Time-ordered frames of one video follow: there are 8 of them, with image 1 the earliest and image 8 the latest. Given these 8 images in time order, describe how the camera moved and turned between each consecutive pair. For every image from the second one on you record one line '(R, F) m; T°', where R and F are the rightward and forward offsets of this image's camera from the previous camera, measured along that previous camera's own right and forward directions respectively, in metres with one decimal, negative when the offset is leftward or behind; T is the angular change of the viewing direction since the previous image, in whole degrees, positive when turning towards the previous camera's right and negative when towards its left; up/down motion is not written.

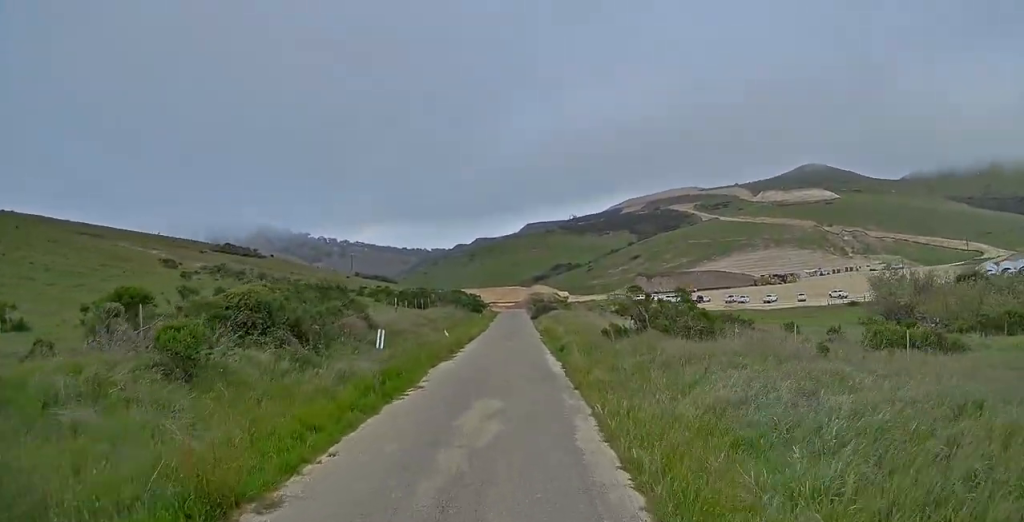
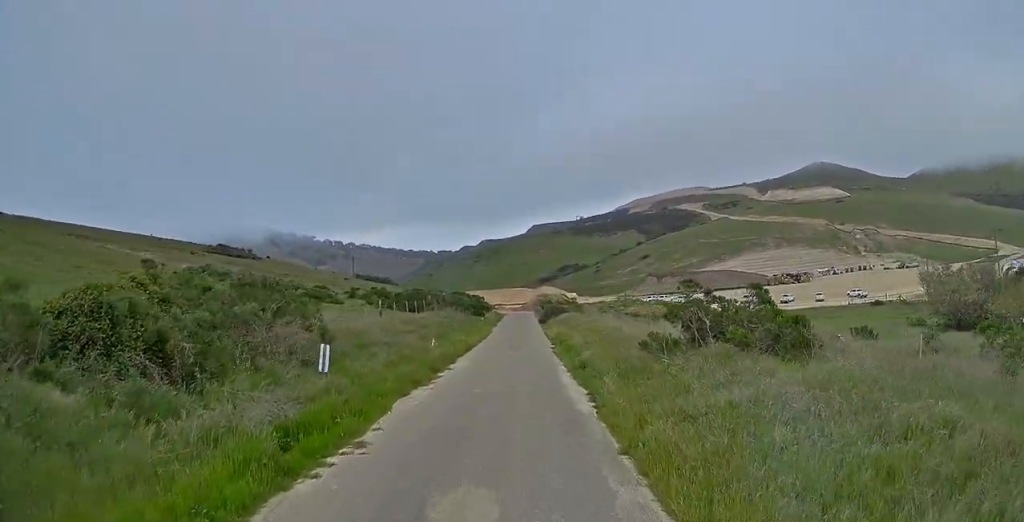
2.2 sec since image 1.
(-0.8, +6.8) m; -4°
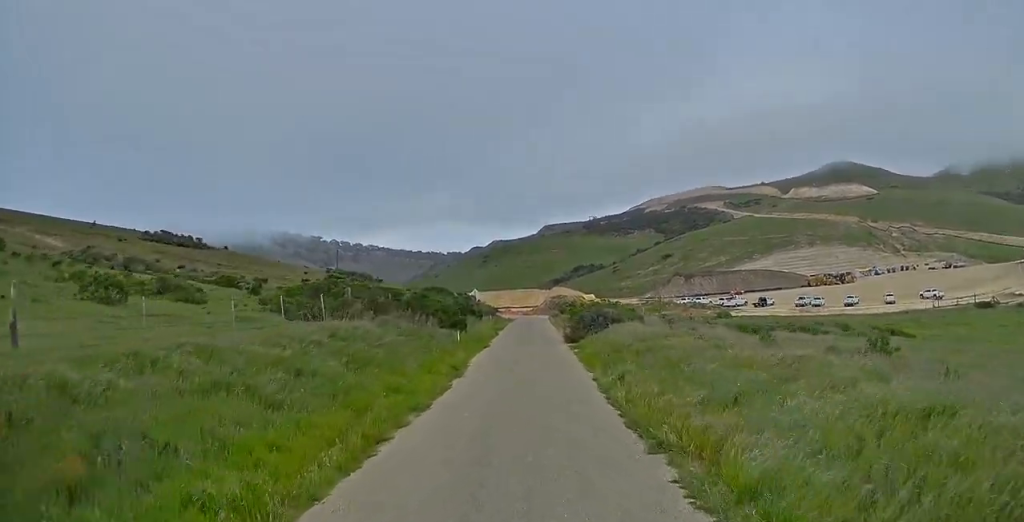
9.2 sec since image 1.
(+0.9, +25.0) m; +6°
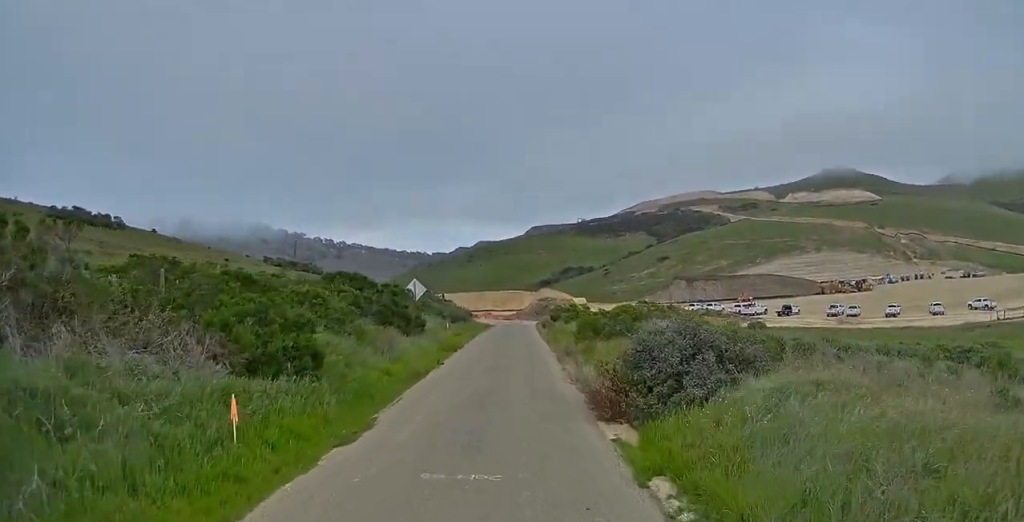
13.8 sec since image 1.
(+0.4, +17.5) m; +1°
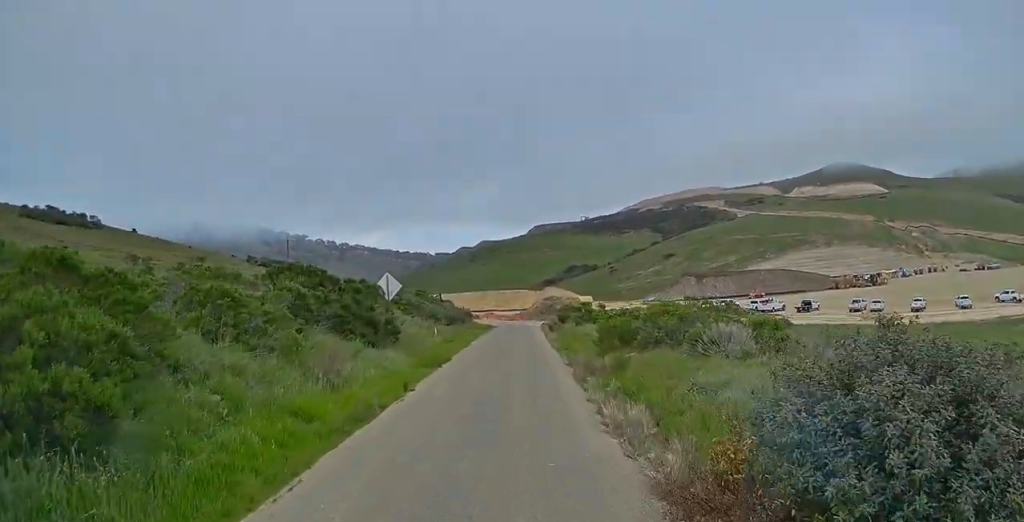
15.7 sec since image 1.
(+0.1, +6.9) m; -1°
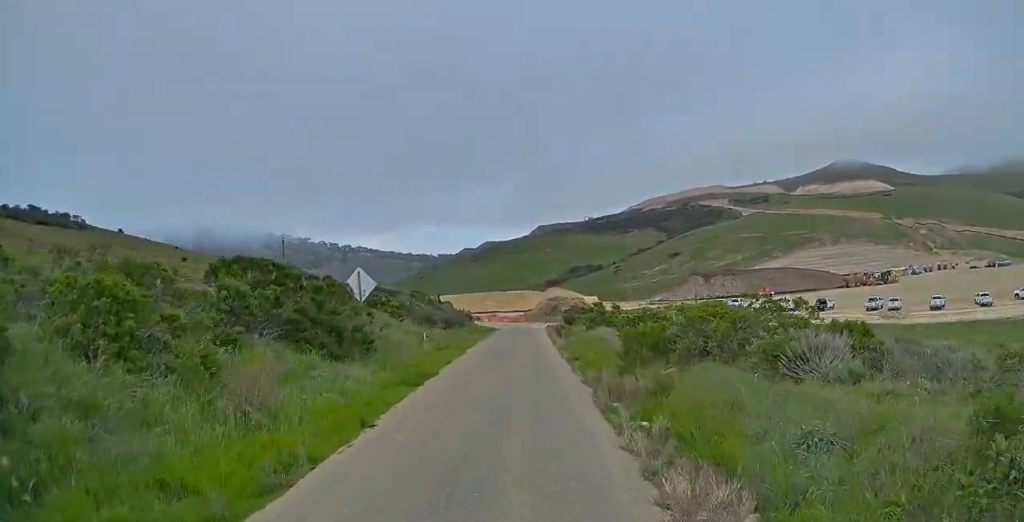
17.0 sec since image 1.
(-0.1, +4.6) m; -1°
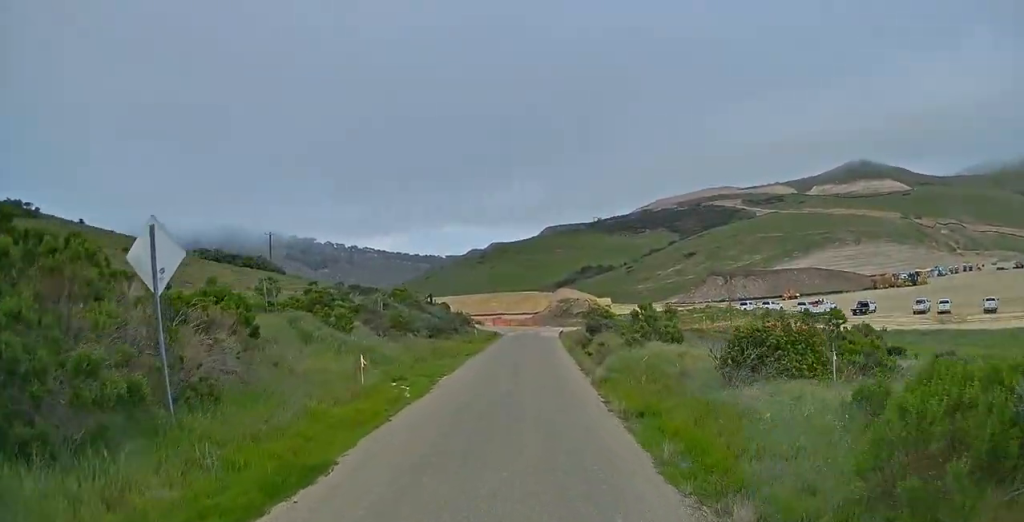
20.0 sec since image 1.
(-0.2, +11.3) m; +2°
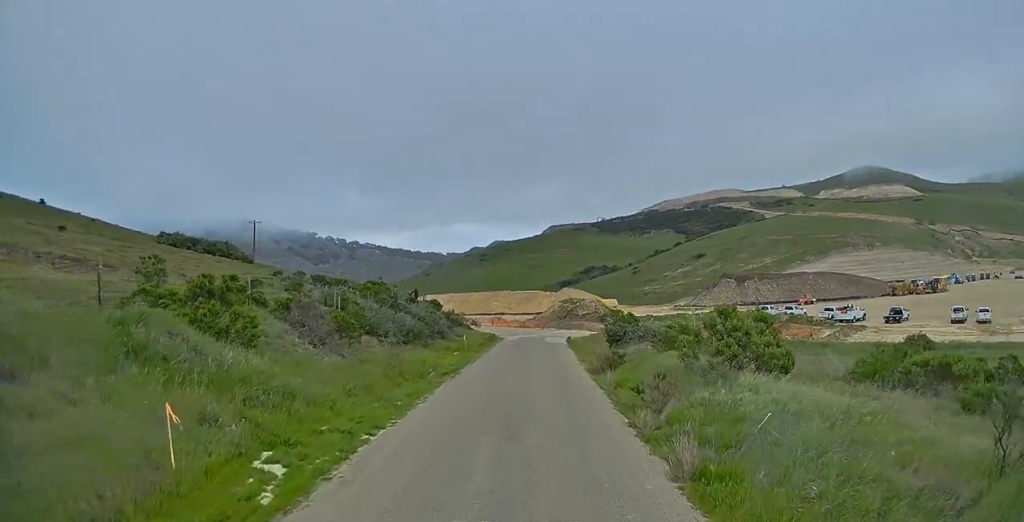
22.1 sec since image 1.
(+0.1, +9.0) m; +4°
